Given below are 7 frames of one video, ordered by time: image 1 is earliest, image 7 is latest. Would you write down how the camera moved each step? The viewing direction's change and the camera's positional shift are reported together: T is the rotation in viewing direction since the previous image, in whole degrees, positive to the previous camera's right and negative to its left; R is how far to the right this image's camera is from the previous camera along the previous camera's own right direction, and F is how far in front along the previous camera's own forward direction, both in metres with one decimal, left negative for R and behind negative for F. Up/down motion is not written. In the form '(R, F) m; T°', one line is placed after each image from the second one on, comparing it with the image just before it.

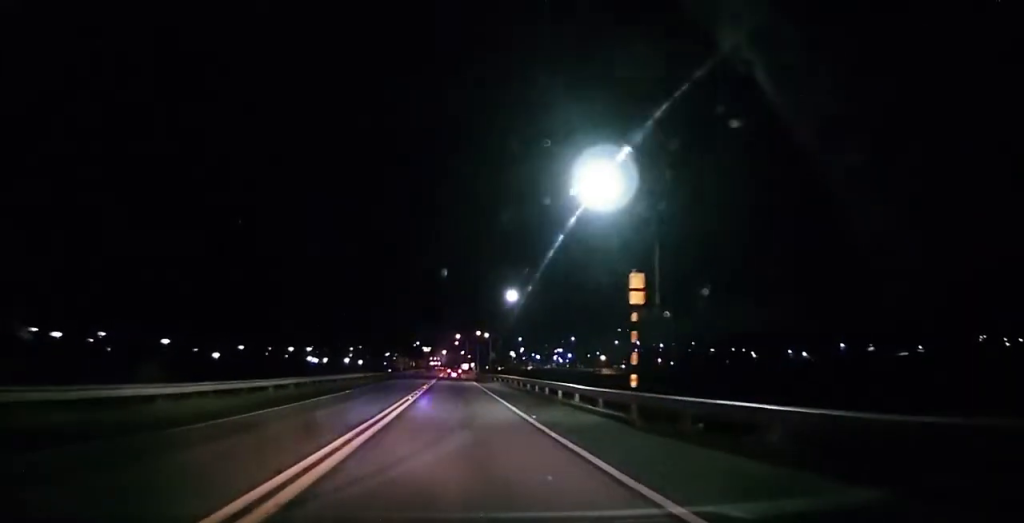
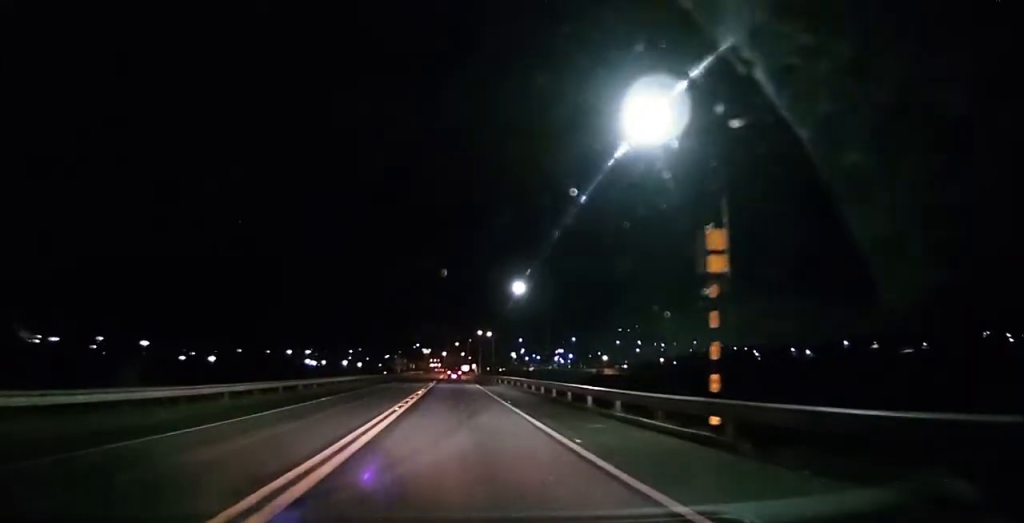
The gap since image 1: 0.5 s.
(0.0, +6.2) m; 0°
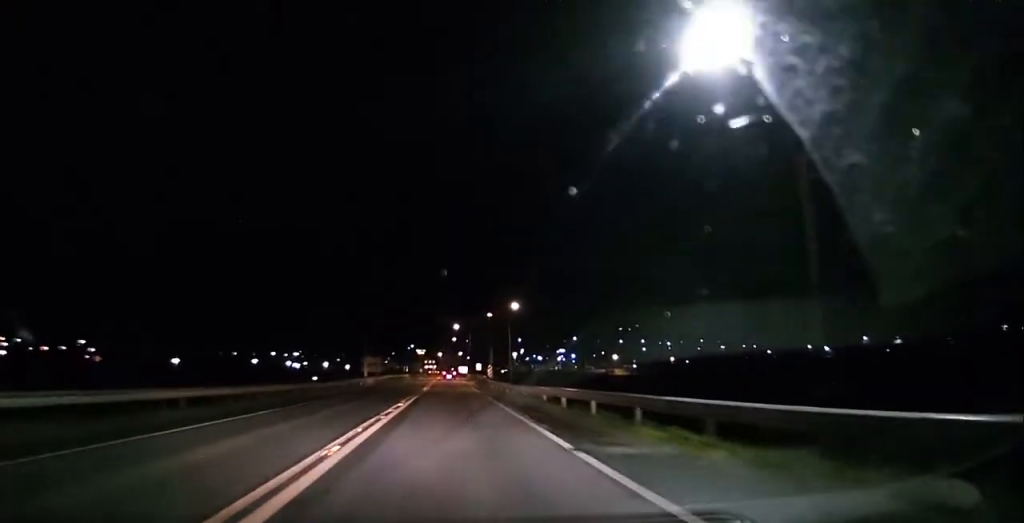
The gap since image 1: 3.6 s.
(0.0, +39.3) m; 0°
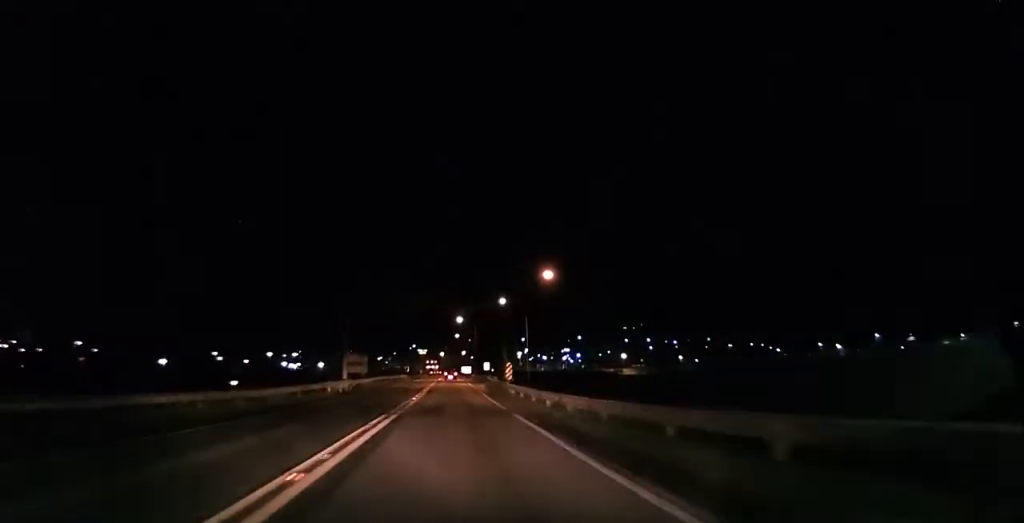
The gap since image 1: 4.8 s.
(0.0, +15.3) m; 0°
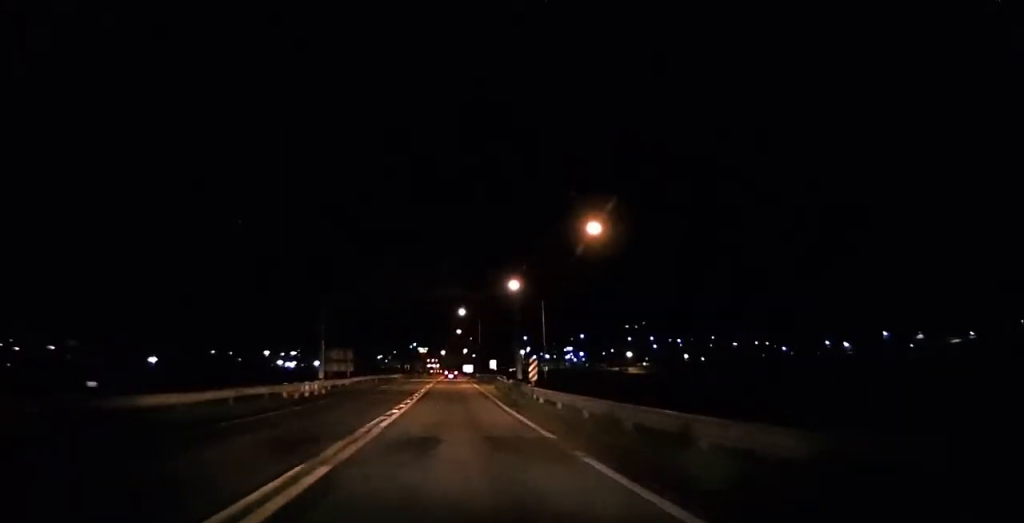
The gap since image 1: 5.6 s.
(0.0, +10.3) m; 0°
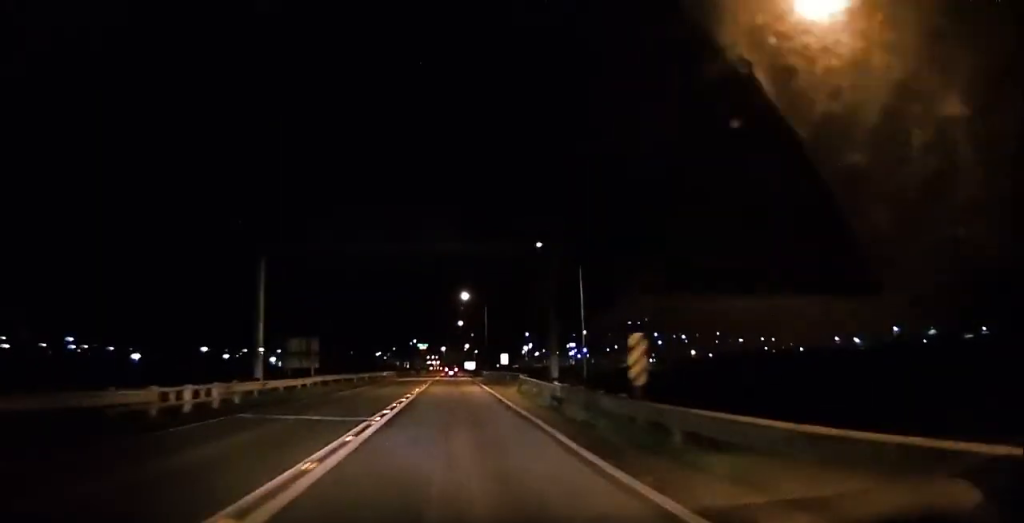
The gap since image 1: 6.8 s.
(0.0, +14.9) m; 0°
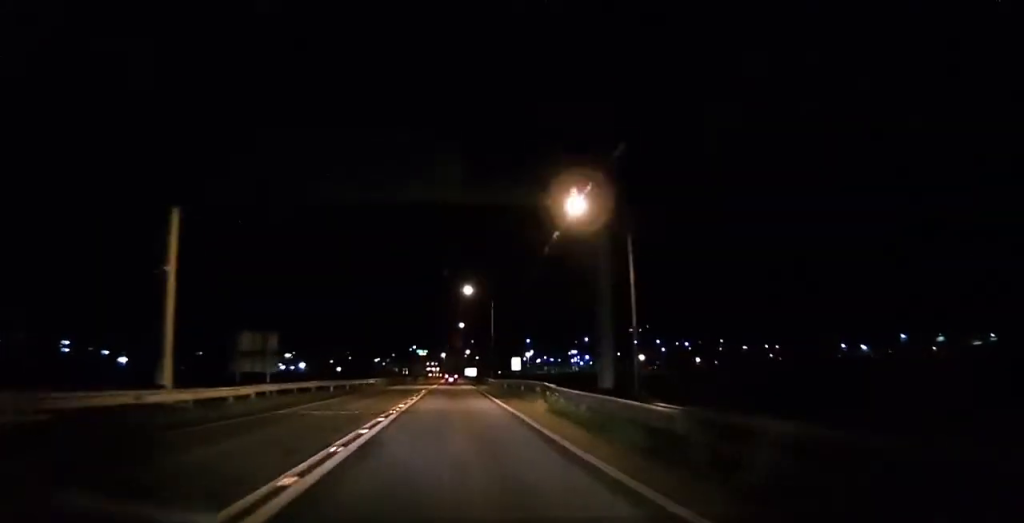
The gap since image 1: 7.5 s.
(0.0, +10.3) m; 0°
